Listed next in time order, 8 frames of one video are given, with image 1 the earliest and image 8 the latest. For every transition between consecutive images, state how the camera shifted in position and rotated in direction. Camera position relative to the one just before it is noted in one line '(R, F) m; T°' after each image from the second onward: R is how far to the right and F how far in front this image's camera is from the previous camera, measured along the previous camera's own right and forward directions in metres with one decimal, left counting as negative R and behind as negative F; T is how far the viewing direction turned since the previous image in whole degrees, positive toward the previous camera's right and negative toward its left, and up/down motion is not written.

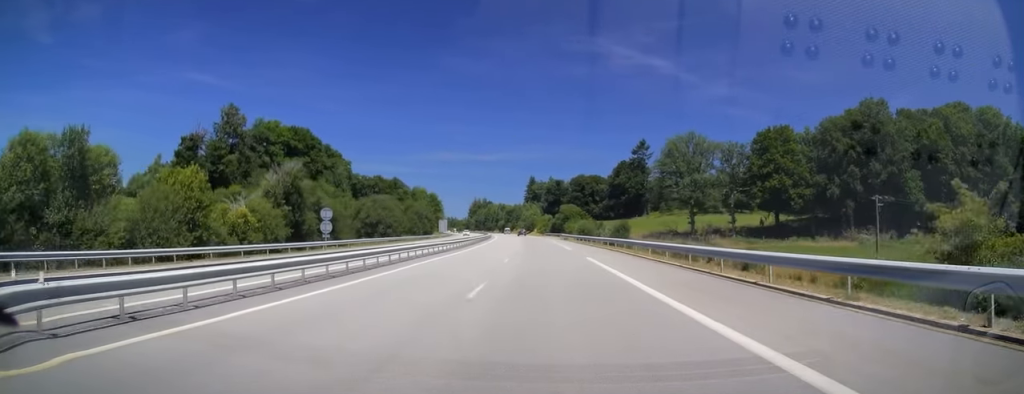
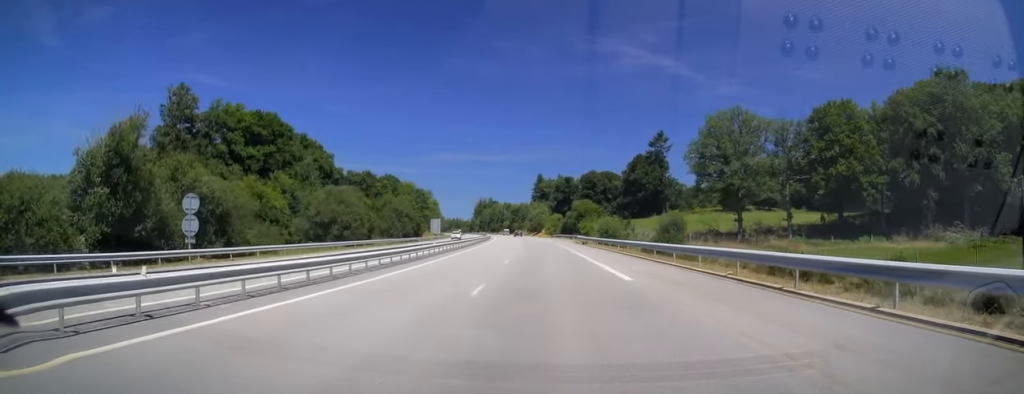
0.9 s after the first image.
(-0.2, +25.4) m; -1°
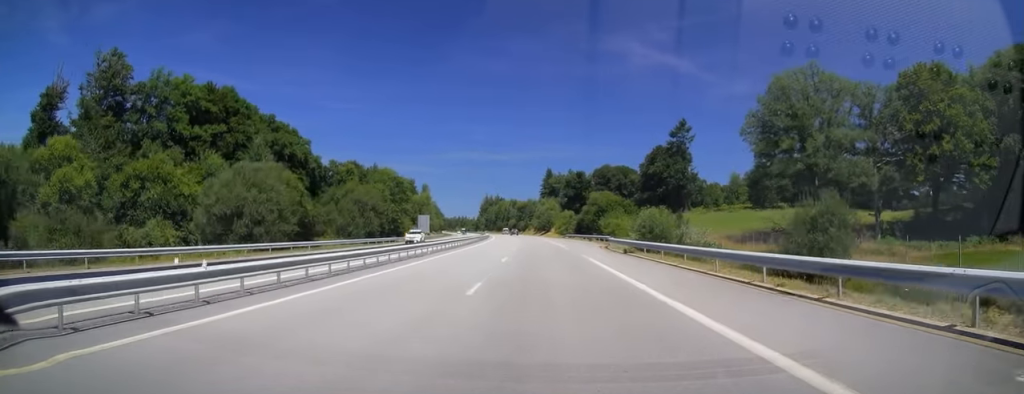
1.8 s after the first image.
(-0.4, +25.8) m; -1°
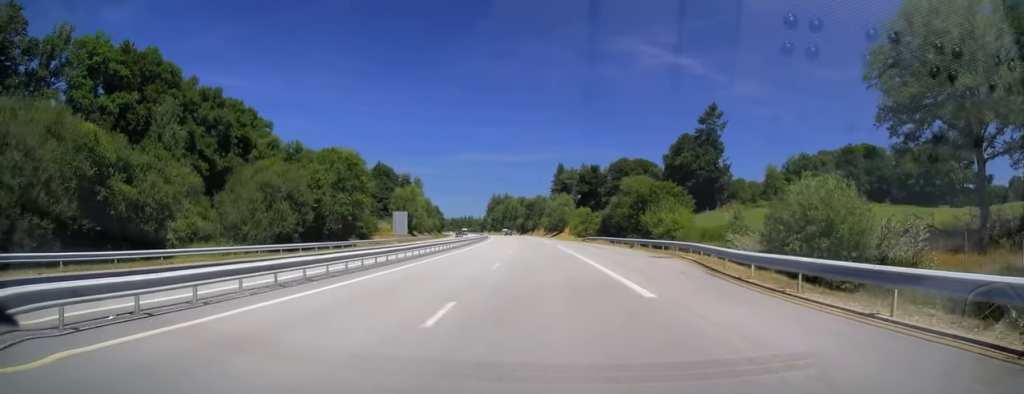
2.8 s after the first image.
(-0.2, +29.7) m; -1°
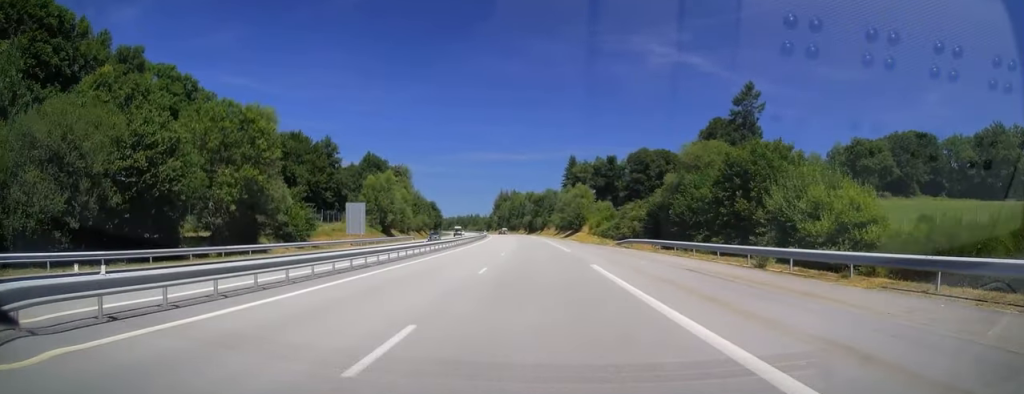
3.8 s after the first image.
(-0.1, +29.4) m; -1°
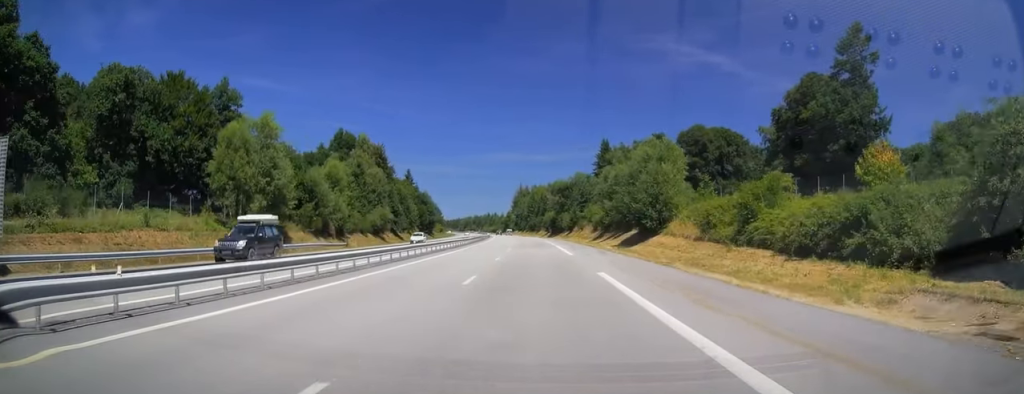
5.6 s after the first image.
(-1.7, +61.3) m; -3°
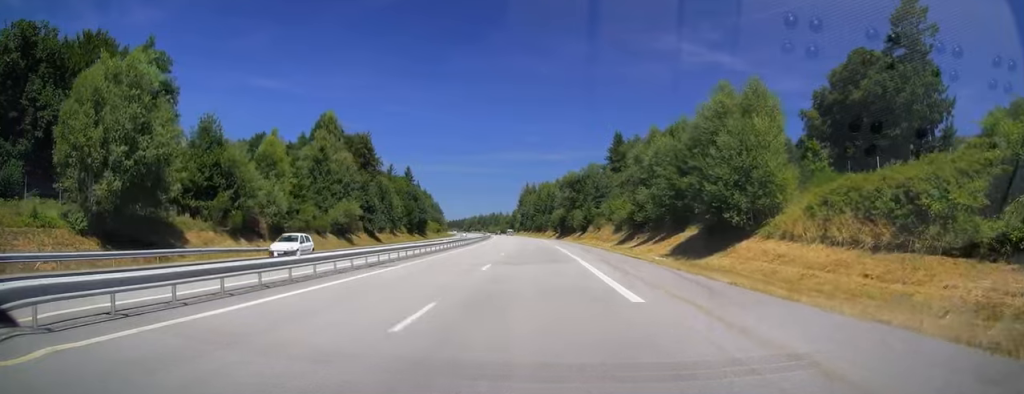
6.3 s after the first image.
(0.0, +24.6) m; -1°
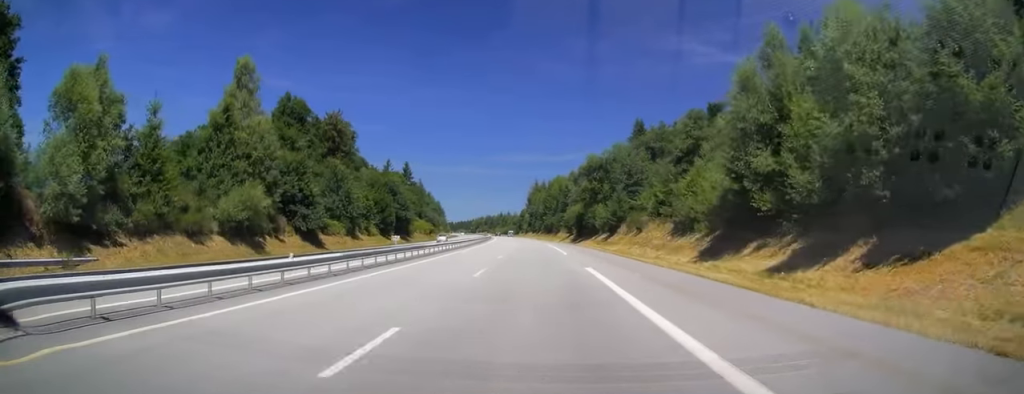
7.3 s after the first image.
(-0.4, +37.4) m; -1°
